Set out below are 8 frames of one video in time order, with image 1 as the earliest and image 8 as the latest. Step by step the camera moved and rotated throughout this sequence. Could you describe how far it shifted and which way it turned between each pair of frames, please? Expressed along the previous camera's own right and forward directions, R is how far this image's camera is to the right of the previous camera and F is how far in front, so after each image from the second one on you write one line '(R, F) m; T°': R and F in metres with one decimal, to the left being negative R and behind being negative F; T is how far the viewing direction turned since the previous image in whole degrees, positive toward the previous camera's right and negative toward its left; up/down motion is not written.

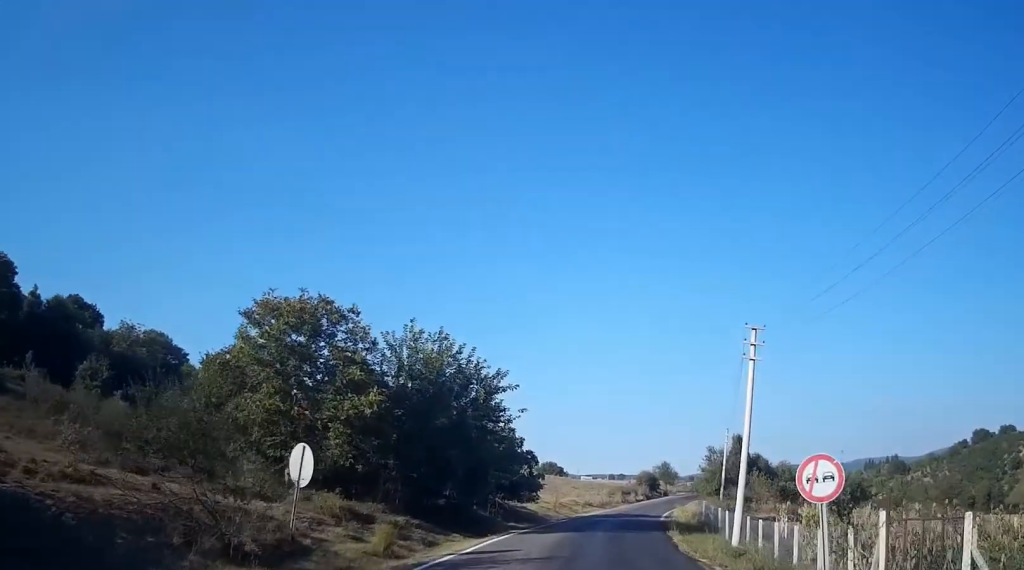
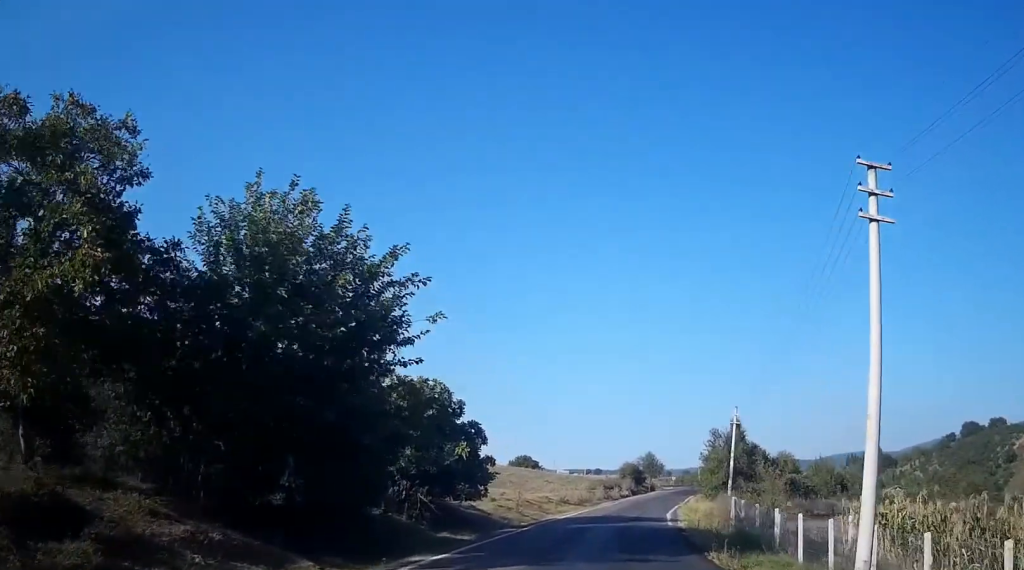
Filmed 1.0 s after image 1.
(-0.7, +10.0) m; -7°
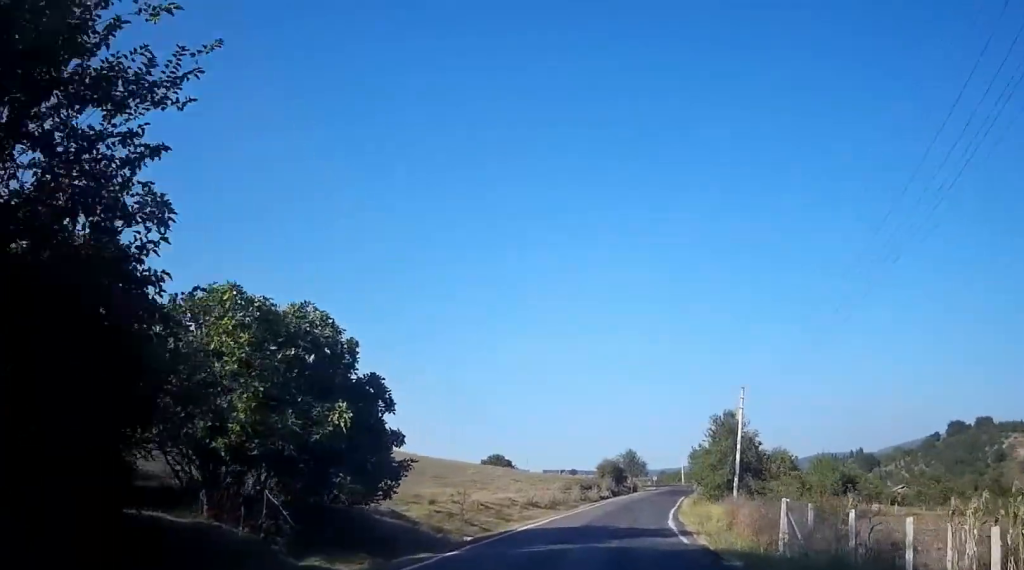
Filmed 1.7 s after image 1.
(-0.4, +7.2) m; -6°
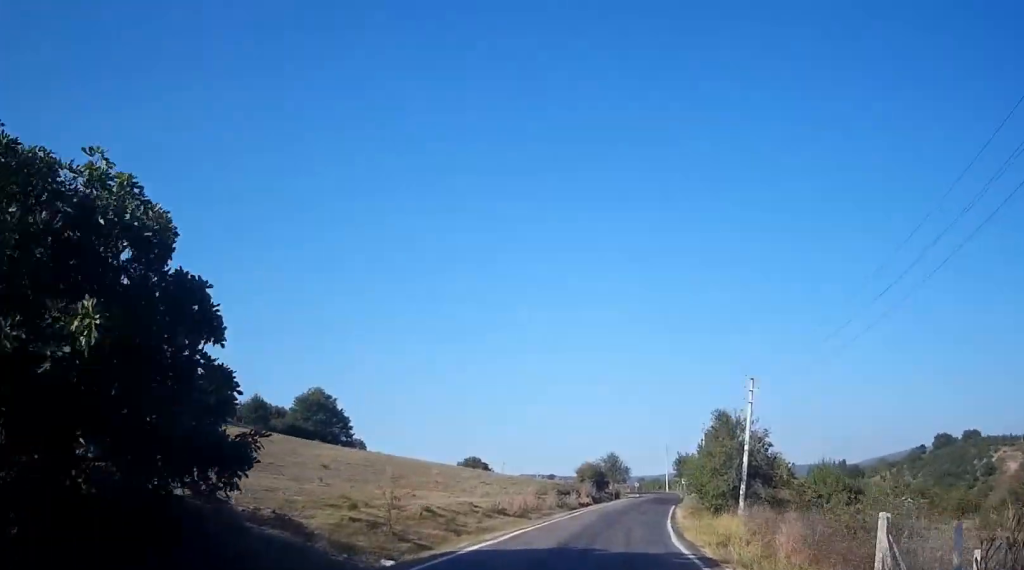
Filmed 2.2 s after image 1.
(+0.2, +4.8) m; -6°
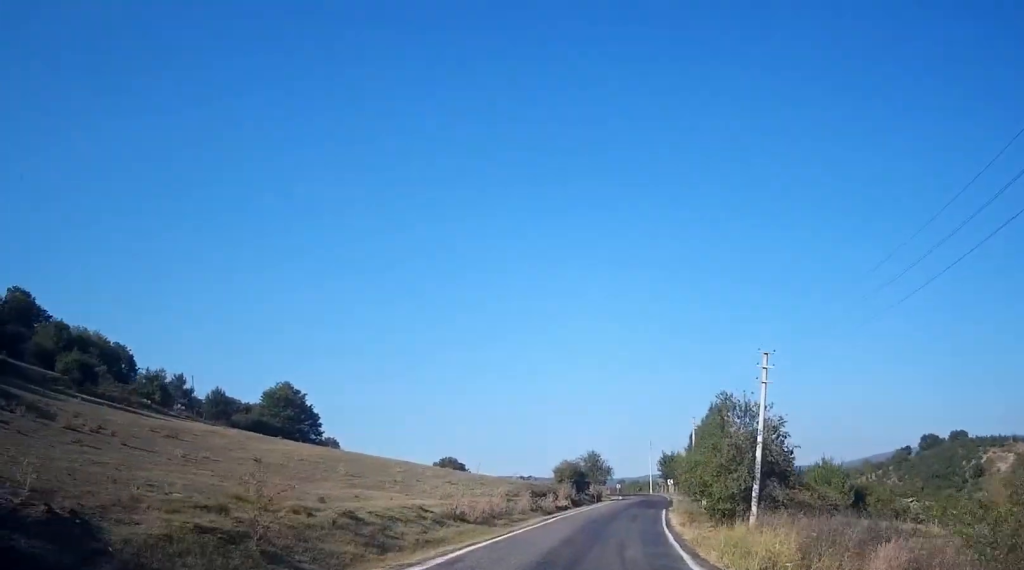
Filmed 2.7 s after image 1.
(-0.4, +4.6) m; -4°
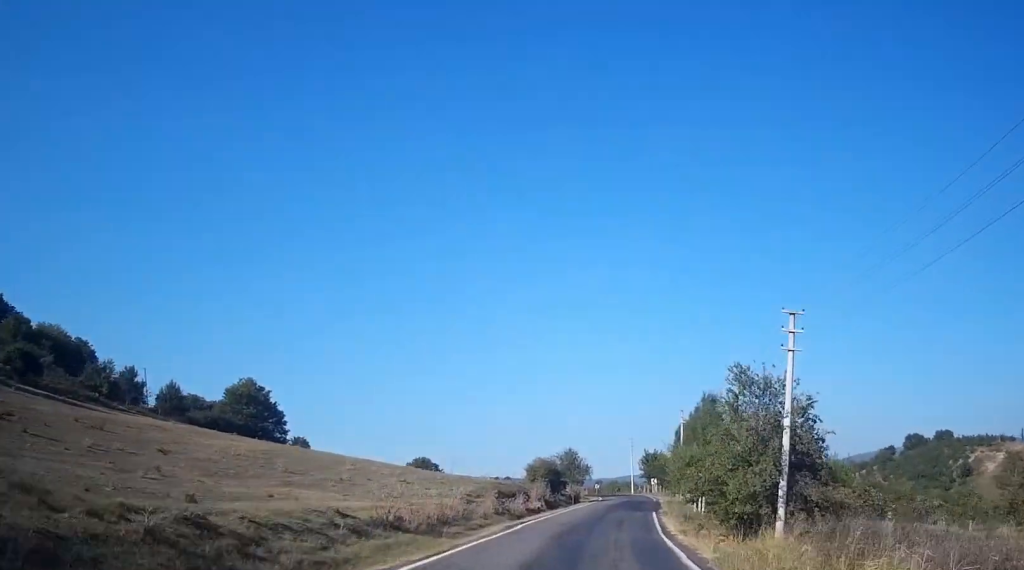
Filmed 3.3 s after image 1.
(-0.7, +4.7) m; -4°
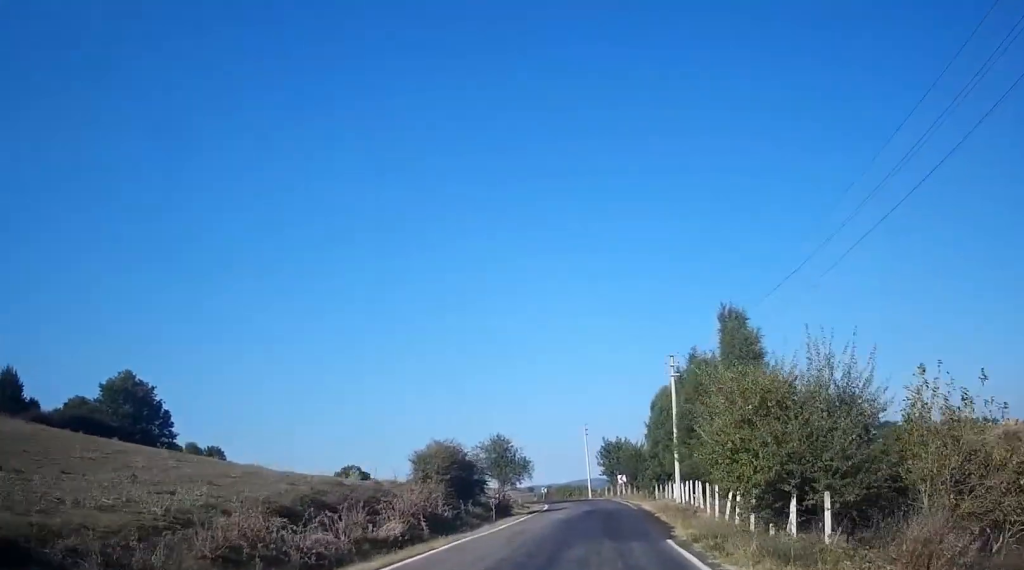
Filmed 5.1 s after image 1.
(-0.2, +16.7) m; -1°
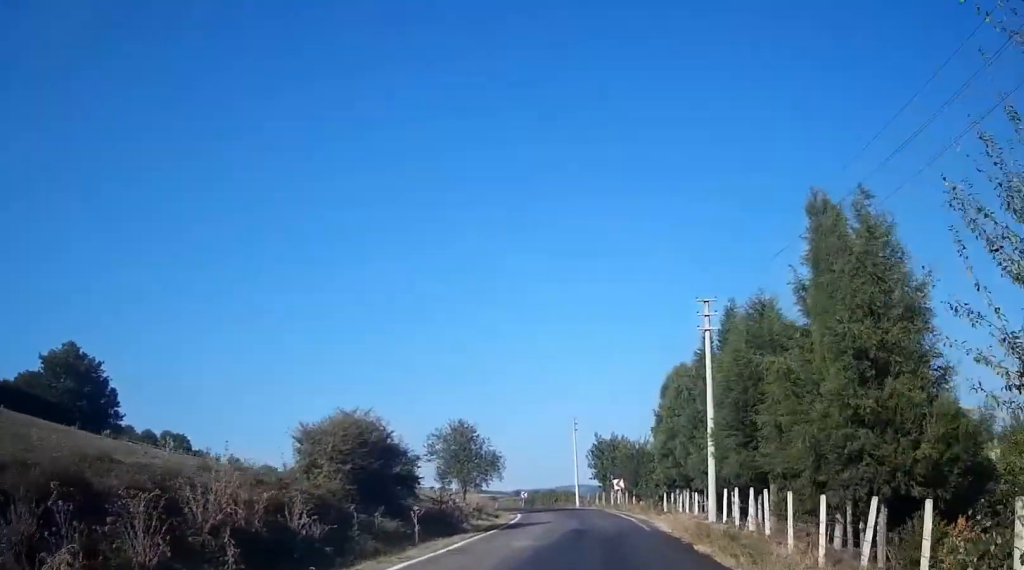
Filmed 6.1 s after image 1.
(+0.3, +9.1) m; +7°
